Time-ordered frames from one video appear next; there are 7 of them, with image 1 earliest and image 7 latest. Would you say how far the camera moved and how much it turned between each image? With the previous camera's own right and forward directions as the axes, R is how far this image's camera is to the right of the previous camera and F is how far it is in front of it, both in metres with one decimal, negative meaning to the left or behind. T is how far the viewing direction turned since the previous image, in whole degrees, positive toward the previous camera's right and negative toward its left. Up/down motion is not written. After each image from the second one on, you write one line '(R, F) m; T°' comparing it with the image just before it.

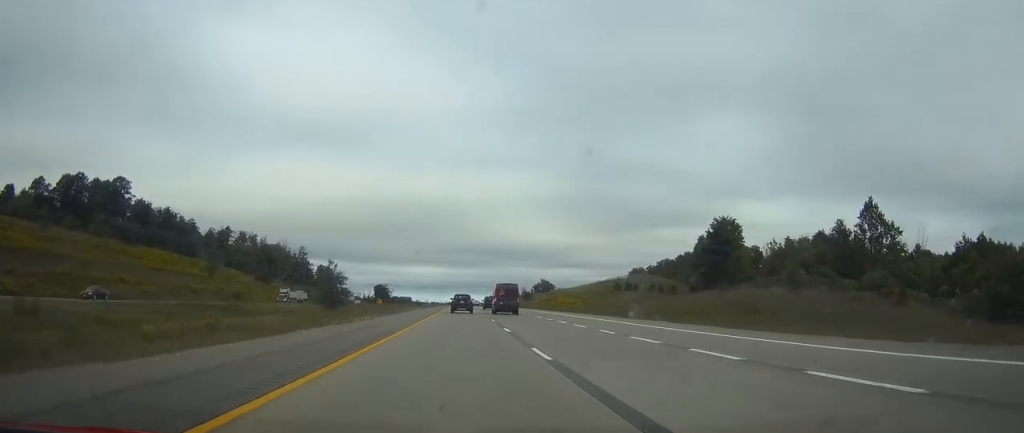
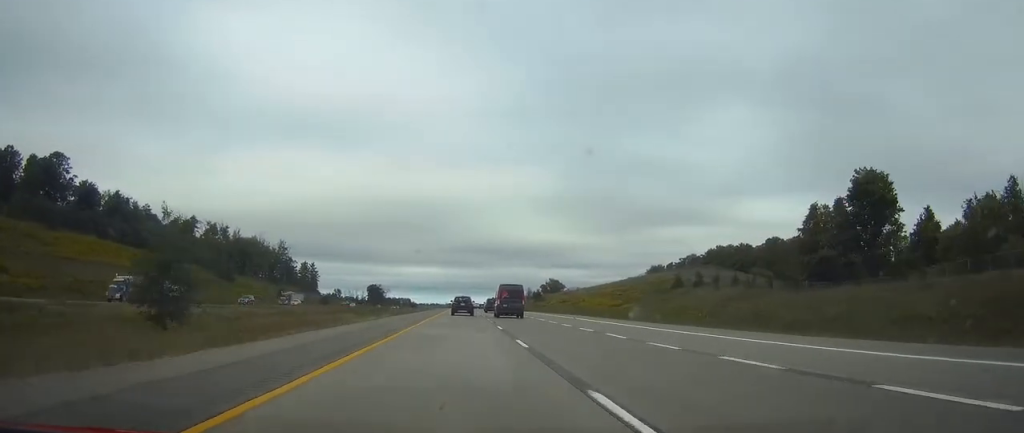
(-0.1, +44.4) m; 0°
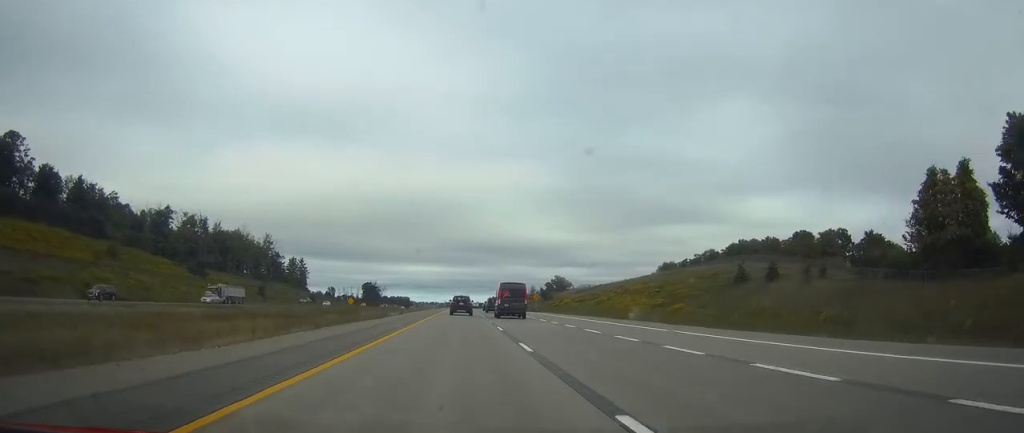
(+0.1, +26.2) m; 0°
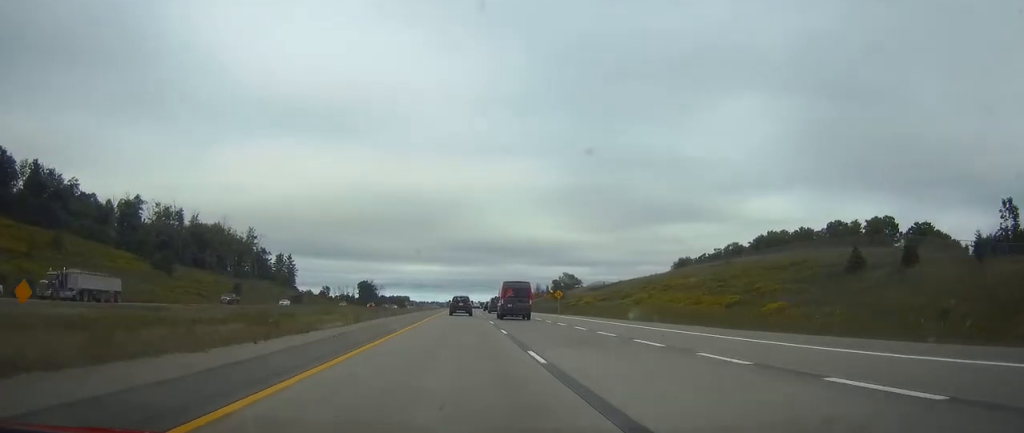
(0.0, +27.3) m; 0°
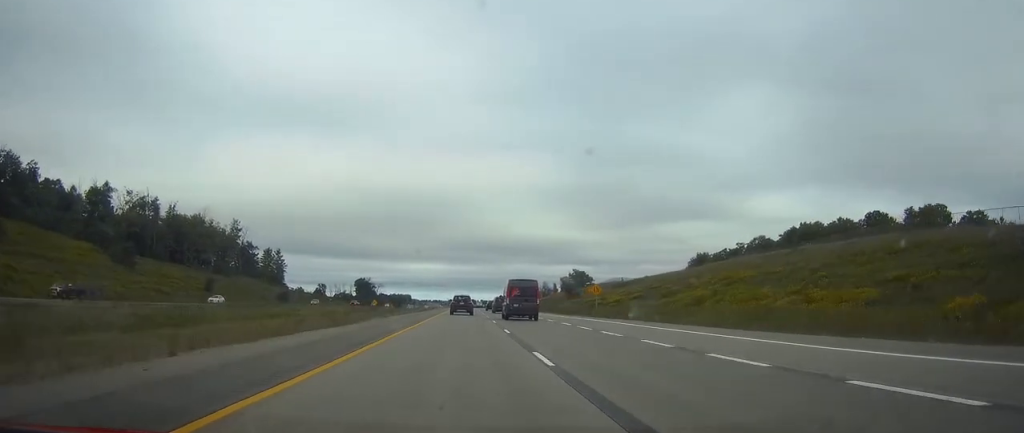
(0.0, +25.0) m; 0°
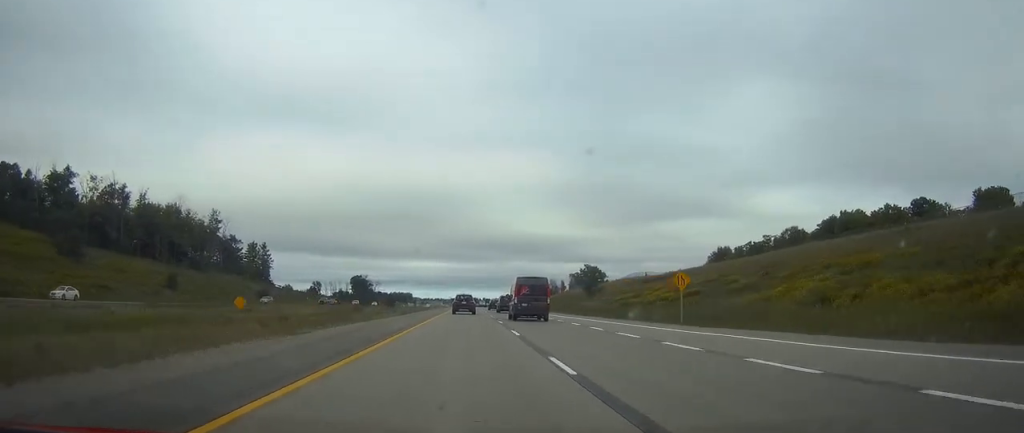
(0.0, +26.1) m; 0°
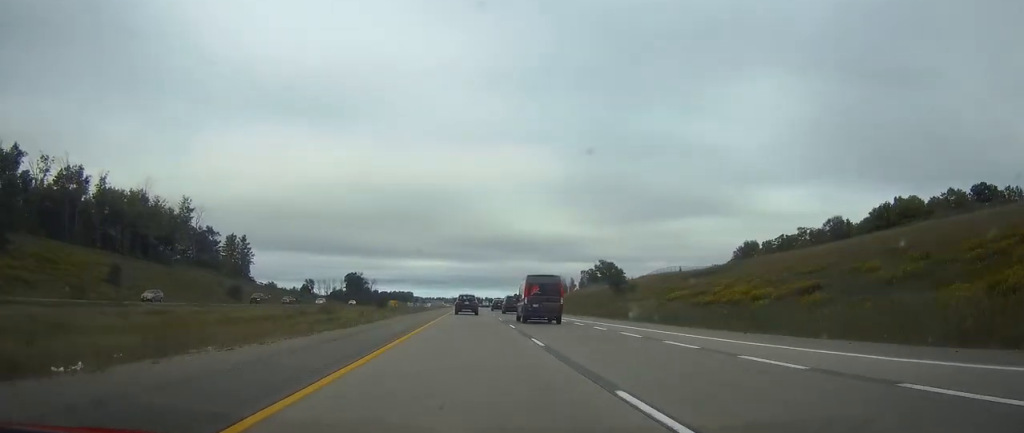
(0.0, +29.5) m; 0°
